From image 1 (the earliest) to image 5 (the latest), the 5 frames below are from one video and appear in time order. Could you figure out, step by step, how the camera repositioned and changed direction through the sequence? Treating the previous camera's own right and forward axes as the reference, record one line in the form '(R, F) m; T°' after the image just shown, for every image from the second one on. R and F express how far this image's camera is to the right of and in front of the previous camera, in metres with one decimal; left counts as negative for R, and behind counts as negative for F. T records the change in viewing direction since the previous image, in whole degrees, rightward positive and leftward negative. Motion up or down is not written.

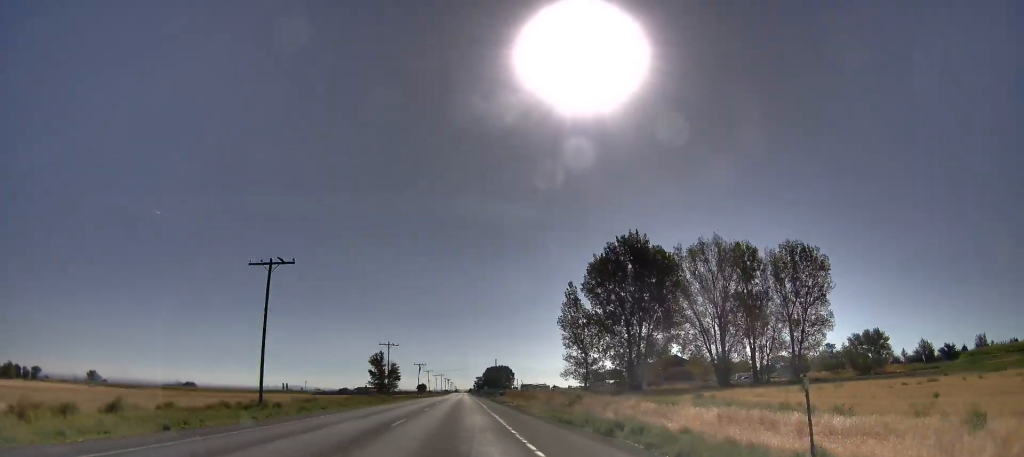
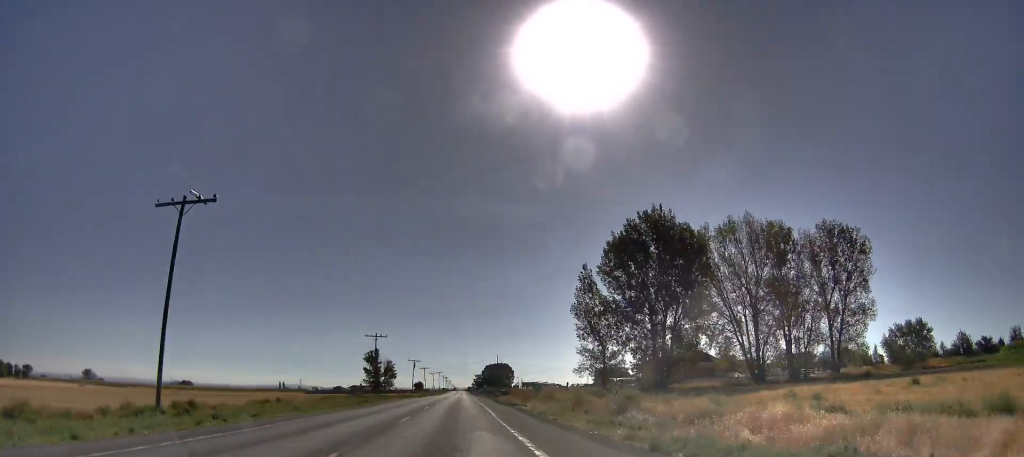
(0.0, +12.8) m; 0°
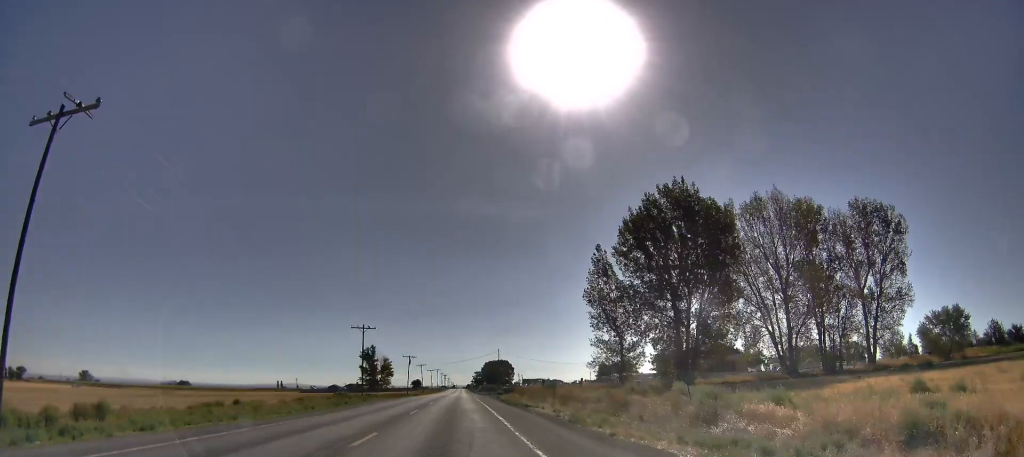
(0.0, +9.8) m; 0°
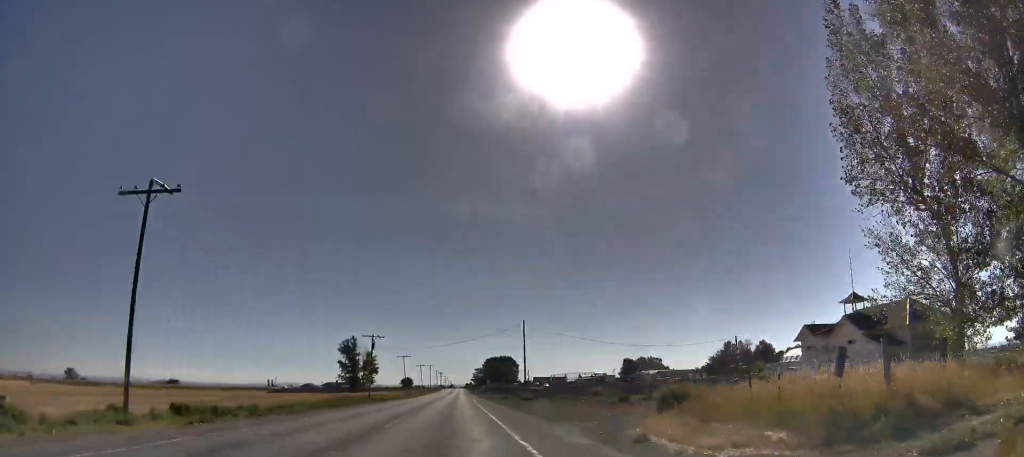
(-2.2, +53.6) m; -2°
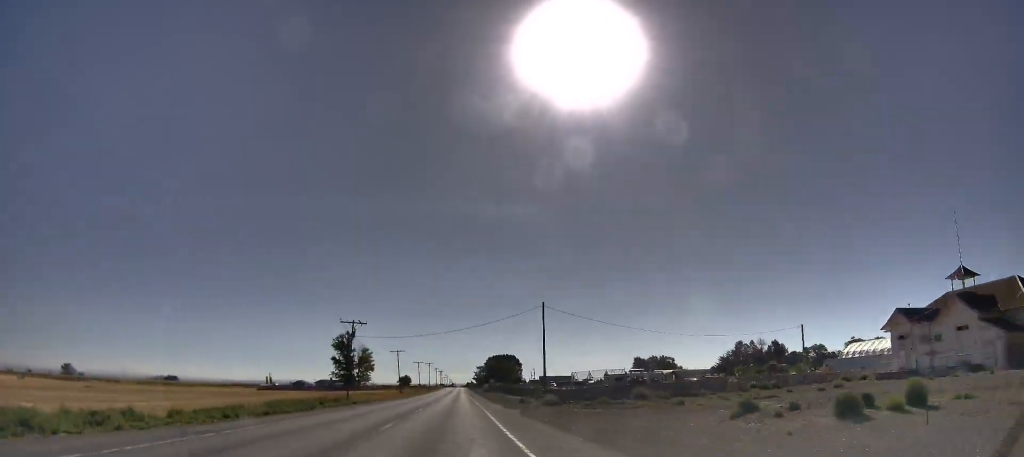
(+0.5, +16.0) m; +2°
